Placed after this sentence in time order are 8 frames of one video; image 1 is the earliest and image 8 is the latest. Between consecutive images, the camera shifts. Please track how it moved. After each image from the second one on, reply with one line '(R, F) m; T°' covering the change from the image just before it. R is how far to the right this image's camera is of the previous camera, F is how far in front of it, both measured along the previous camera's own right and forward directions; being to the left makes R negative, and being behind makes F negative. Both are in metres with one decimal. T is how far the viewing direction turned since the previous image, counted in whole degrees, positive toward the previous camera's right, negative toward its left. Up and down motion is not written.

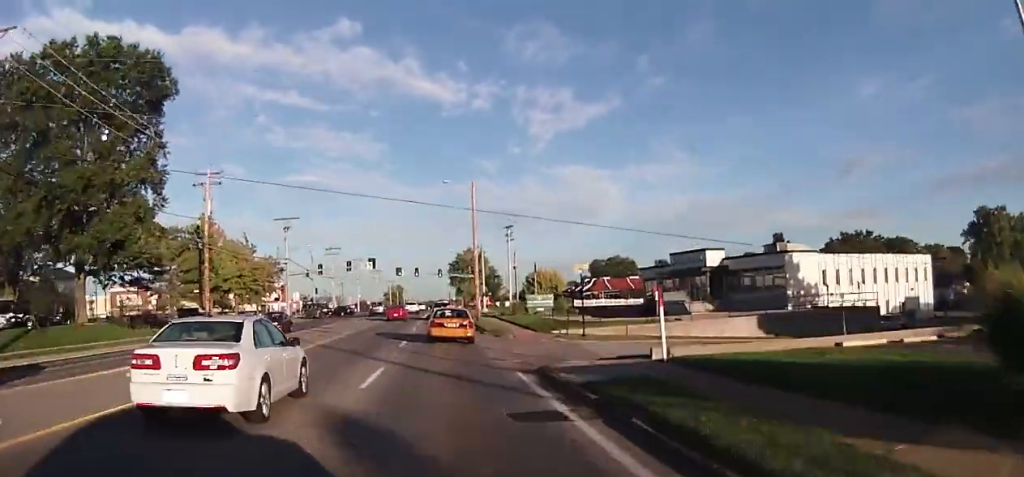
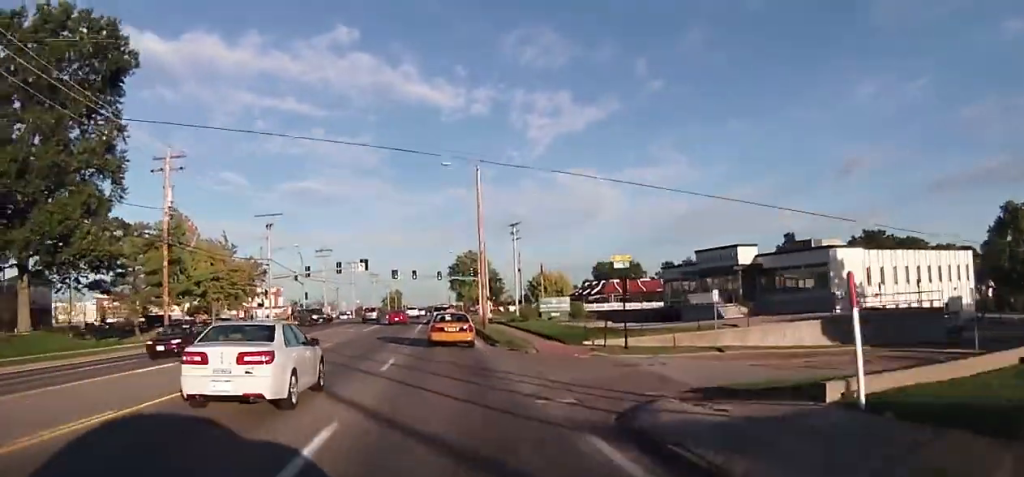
(+0.2, +7.7) m; +1°
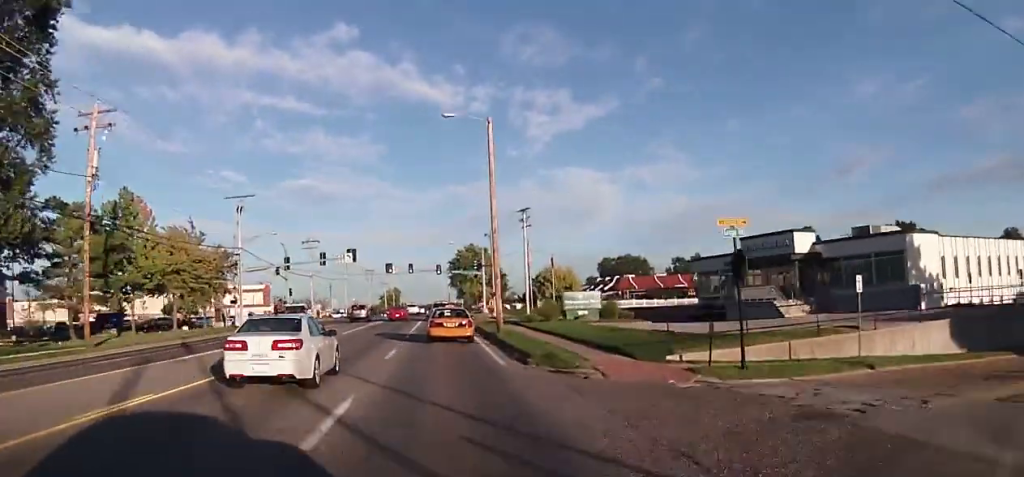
(-0.1, +10.4) m; -2°
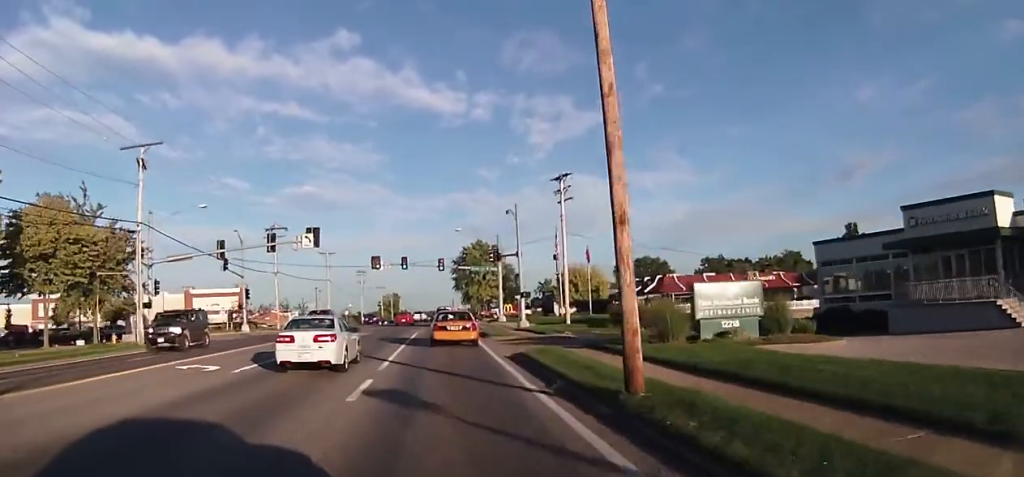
(-0.5, +21.4) m; -1°
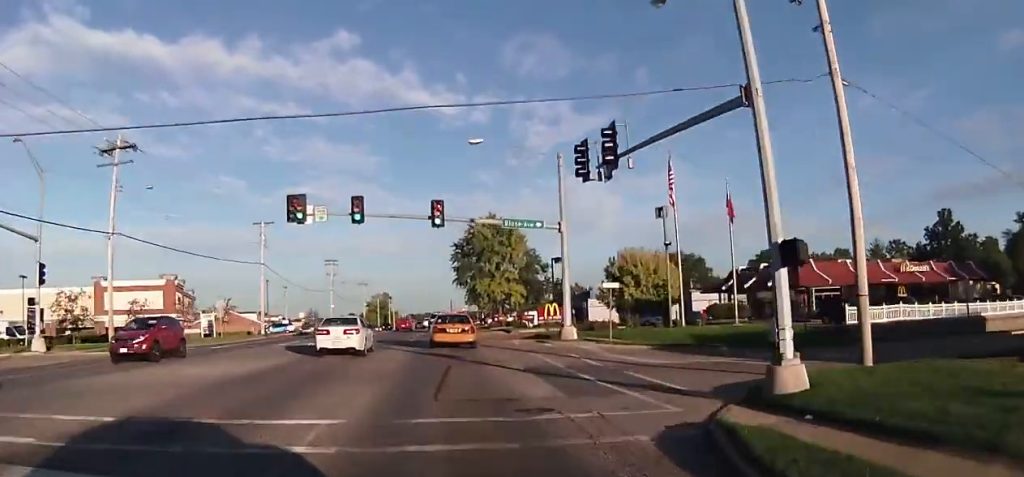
(+1.0, +38.9) m; +2°
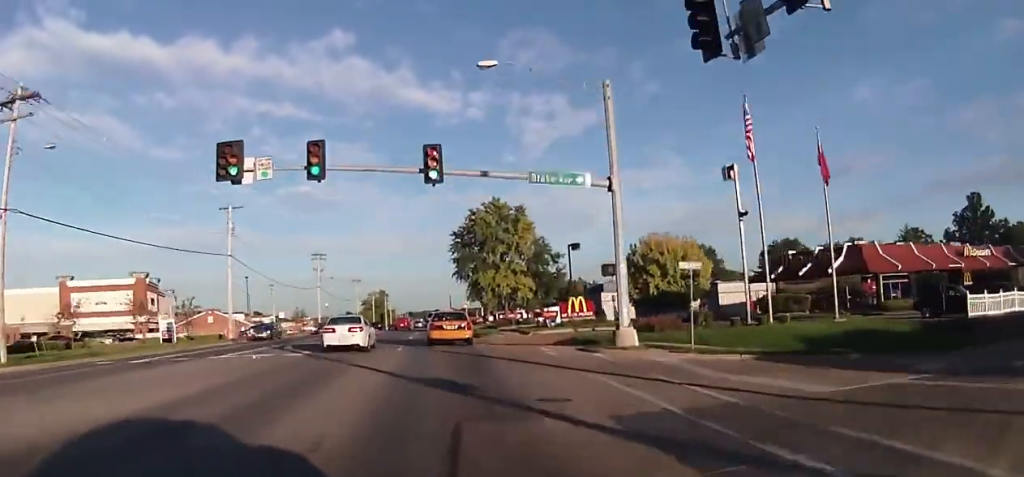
(0.0, +10.5) m; 0°
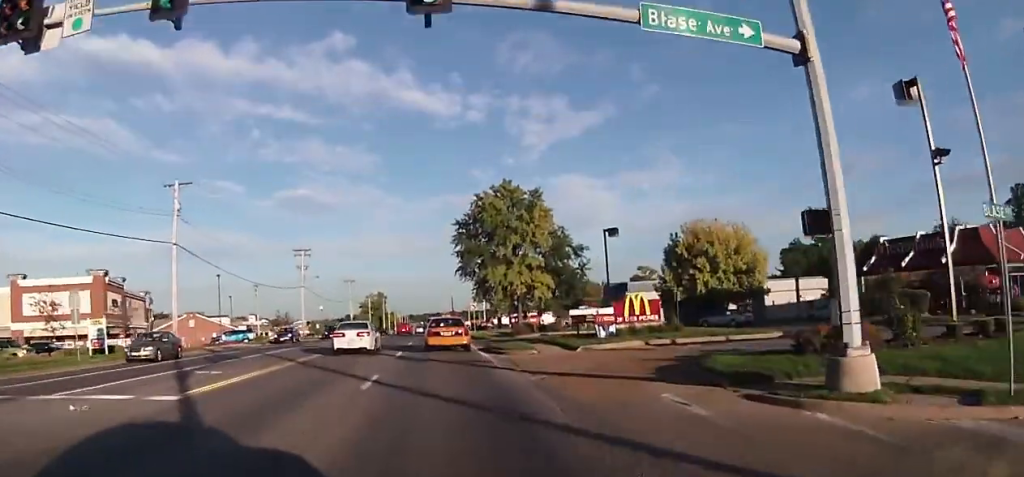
(-0.1, +13.0) m; 0°
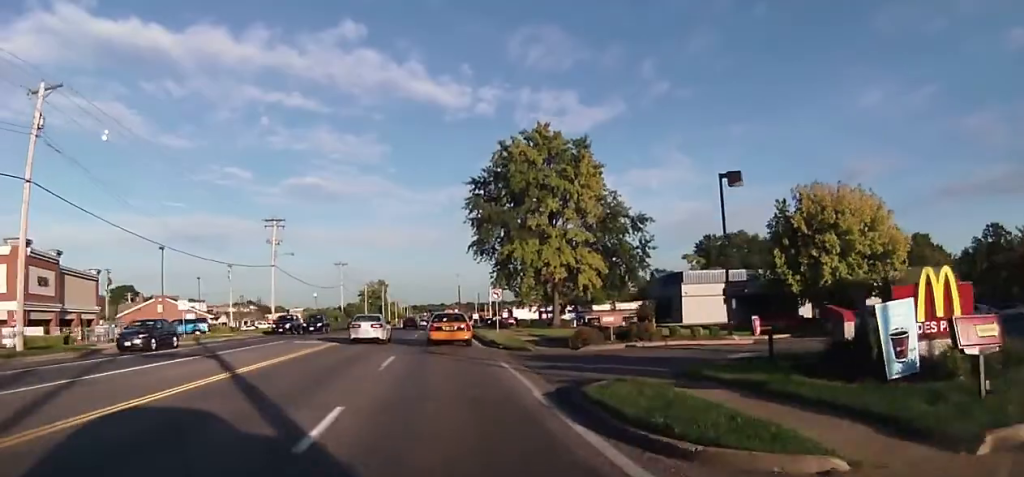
(+0.2, +19.1) m; 0°
